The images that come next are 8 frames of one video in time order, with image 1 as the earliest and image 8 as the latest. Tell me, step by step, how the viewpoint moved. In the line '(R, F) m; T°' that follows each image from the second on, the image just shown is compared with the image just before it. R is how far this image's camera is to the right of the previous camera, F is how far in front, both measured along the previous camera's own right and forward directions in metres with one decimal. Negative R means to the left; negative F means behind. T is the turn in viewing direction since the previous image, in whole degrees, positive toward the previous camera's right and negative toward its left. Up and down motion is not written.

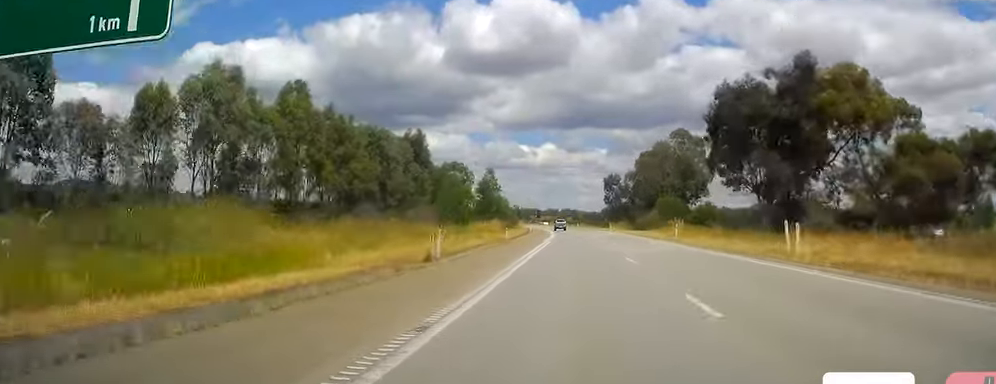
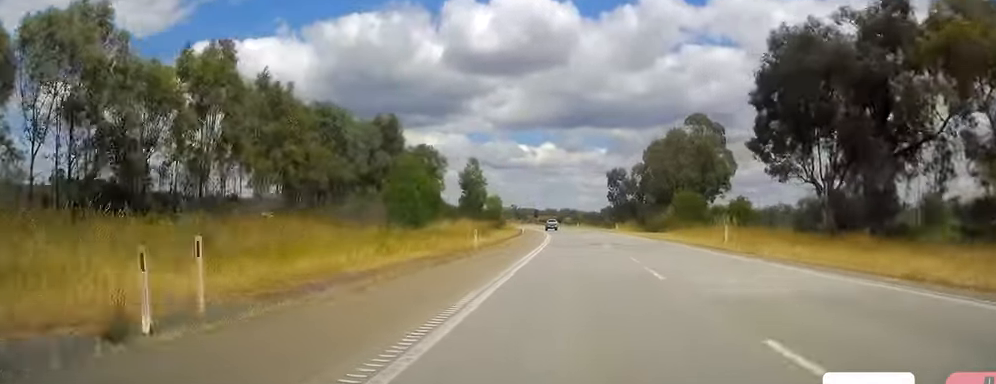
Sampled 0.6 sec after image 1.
(0.0, +17.3) m; 0°
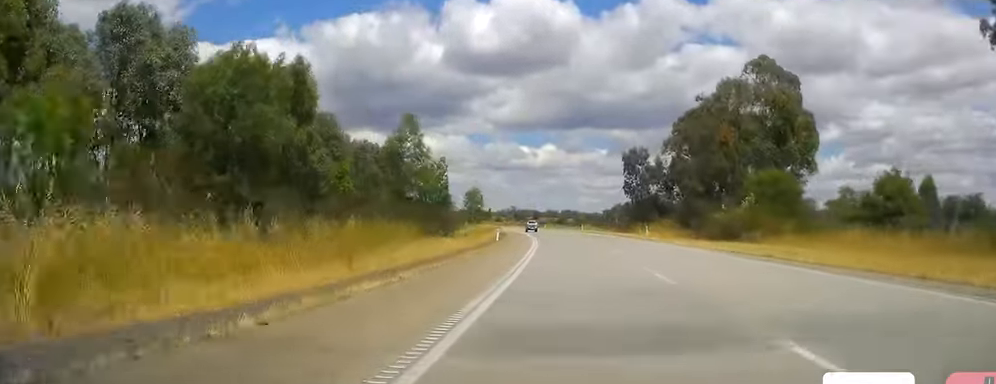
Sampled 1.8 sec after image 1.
(0.0, +35.5) m; 0°
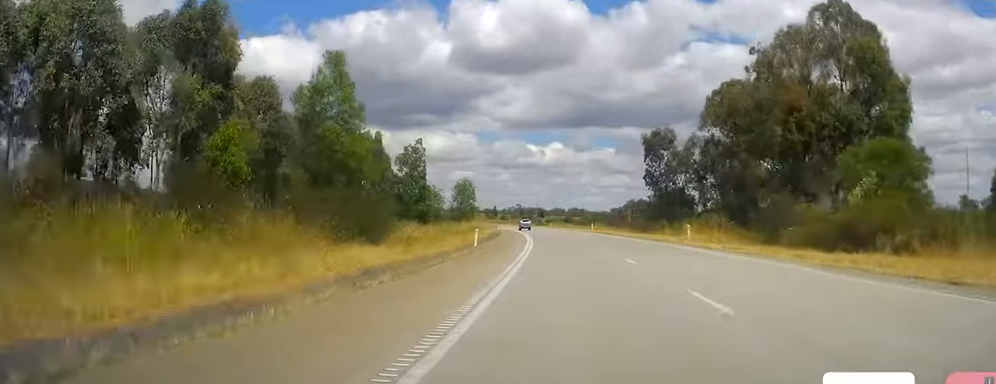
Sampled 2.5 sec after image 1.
(0.0, +18.2) m; -1°
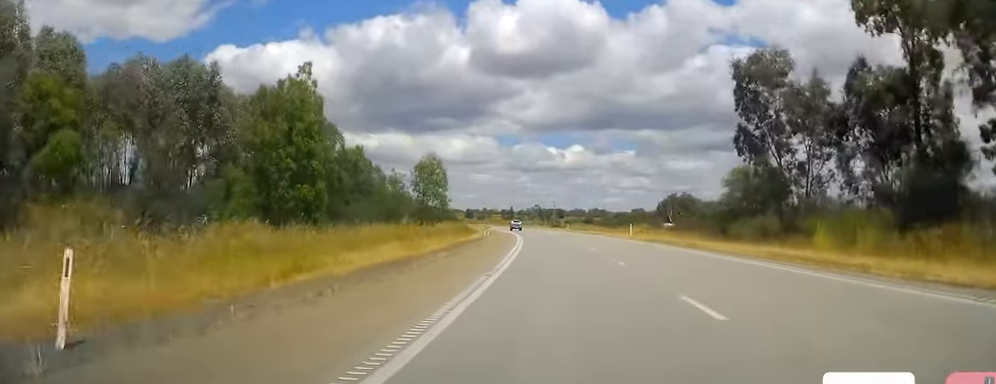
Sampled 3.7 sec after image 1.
(-0.5, +36.5) m; -1°
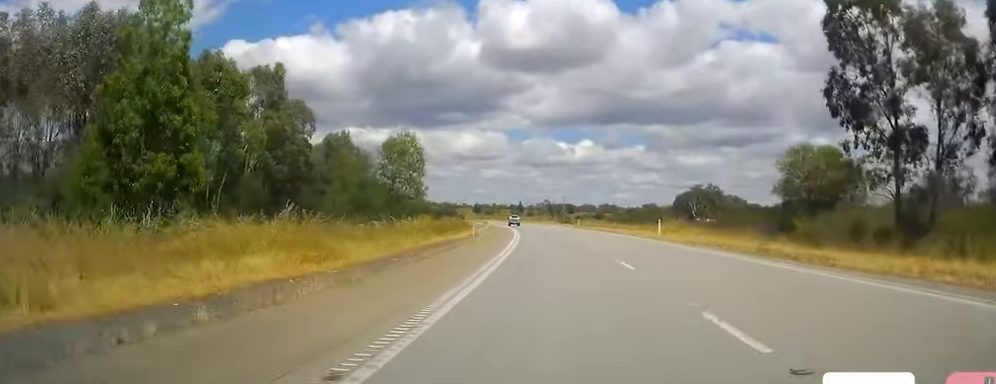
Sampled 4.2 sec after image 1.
(-0.1, +14.4) m; -1°
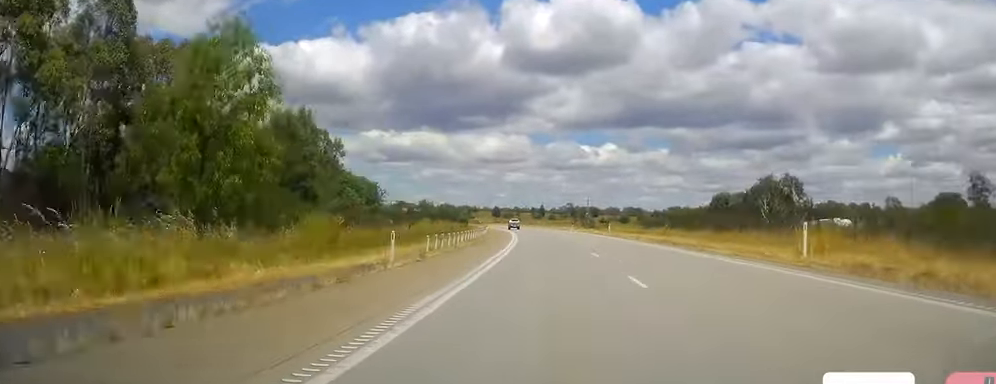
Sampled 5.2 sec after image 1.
(-0.1, +28.9) m; -1°
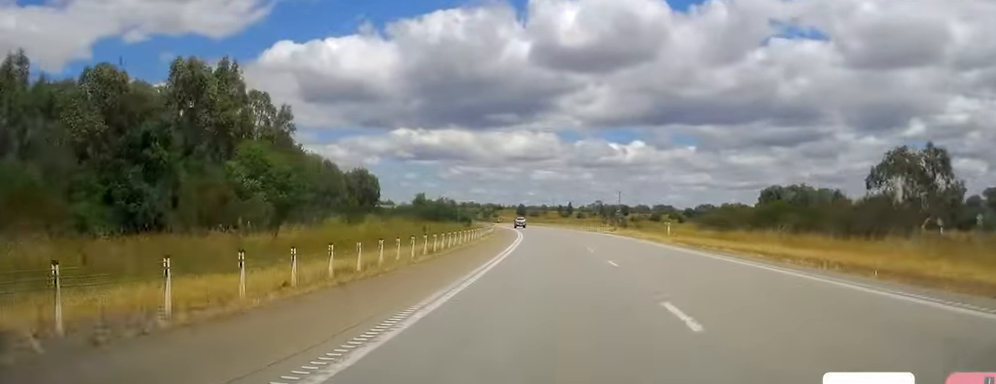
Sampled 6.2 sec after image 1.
(-0.4, +28.8) m; -1°
